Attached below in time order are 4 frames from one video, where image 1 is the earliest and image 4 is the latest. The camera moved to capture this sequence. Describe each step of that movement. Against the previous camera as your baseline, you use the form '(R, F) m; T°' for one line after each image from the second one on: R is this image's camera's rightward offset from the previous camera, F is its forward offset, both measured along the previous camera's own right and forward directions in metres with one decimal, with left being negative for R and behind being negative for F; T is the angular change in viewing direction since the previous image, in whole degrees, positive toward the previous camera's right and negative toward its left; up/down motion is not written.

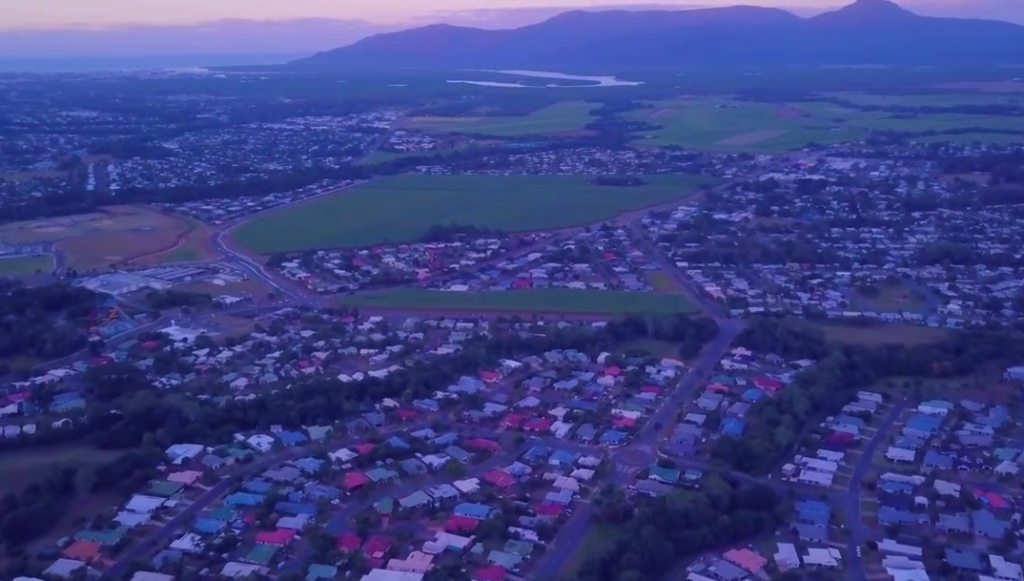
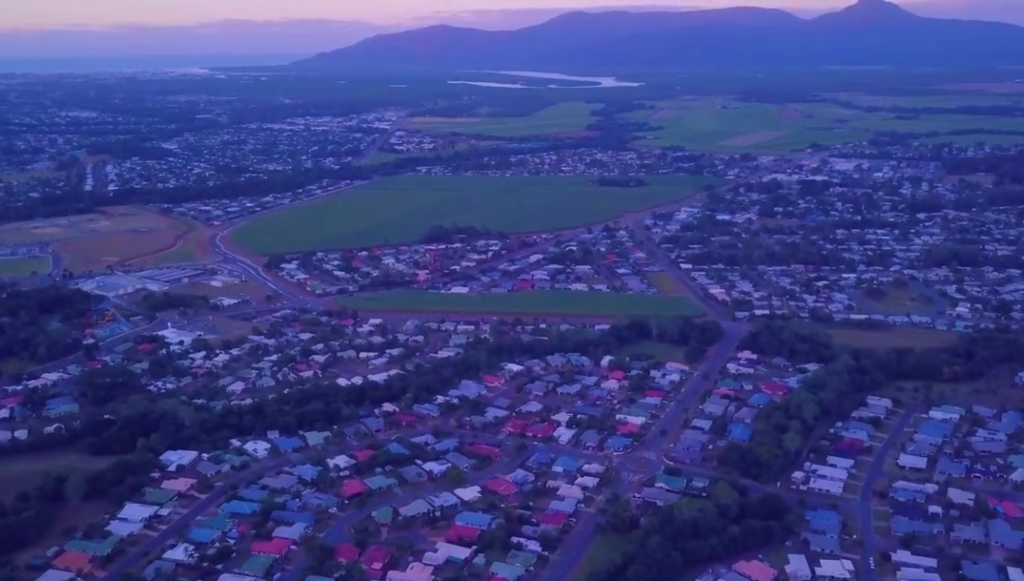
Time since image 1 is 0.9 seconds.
(0.0, +11.0) m; 0°
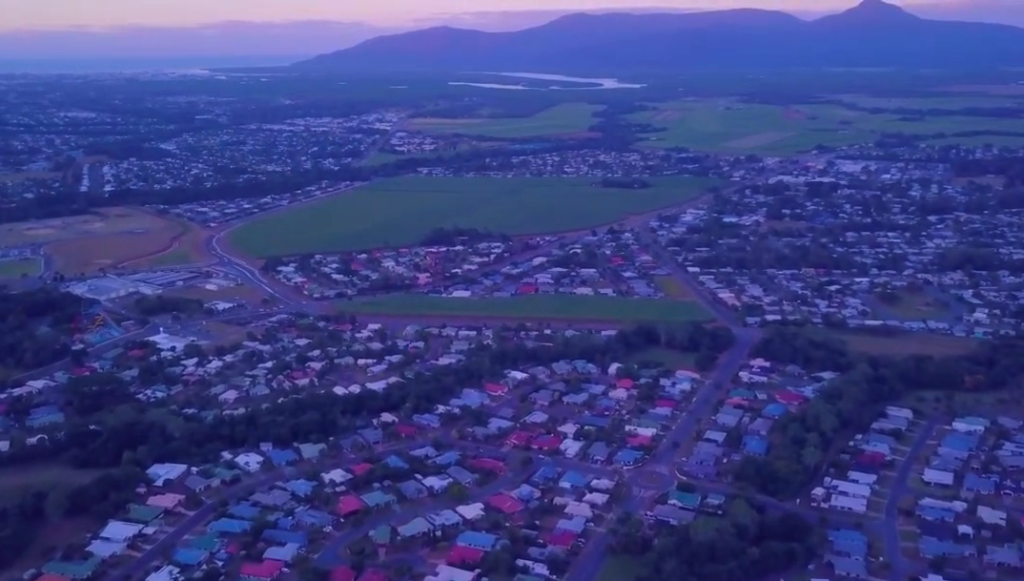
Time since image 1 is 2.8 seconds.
(0.0, +22.3) m; 0°
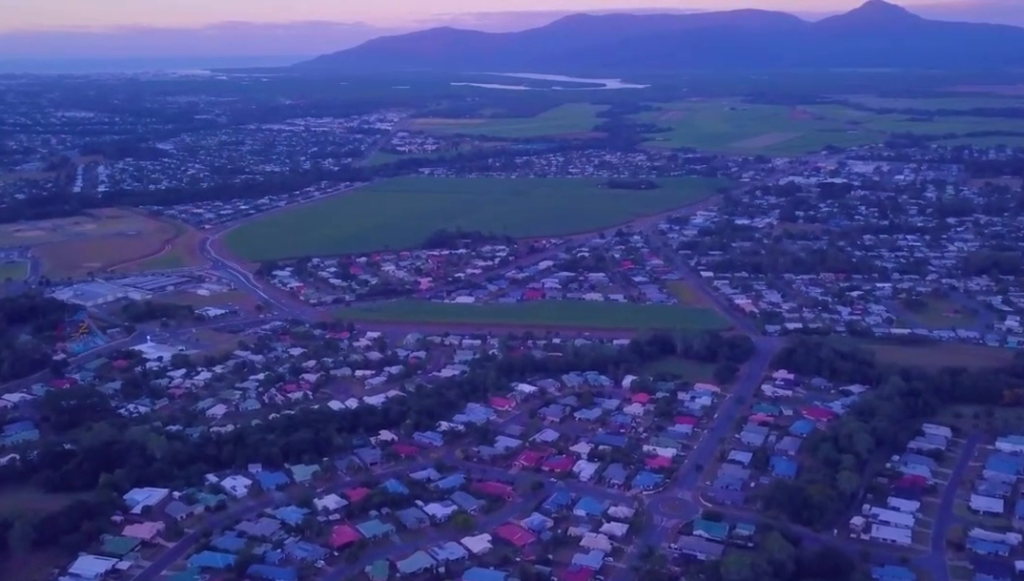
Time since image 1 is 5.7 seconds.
(0.0, +34.7) m; 0°
